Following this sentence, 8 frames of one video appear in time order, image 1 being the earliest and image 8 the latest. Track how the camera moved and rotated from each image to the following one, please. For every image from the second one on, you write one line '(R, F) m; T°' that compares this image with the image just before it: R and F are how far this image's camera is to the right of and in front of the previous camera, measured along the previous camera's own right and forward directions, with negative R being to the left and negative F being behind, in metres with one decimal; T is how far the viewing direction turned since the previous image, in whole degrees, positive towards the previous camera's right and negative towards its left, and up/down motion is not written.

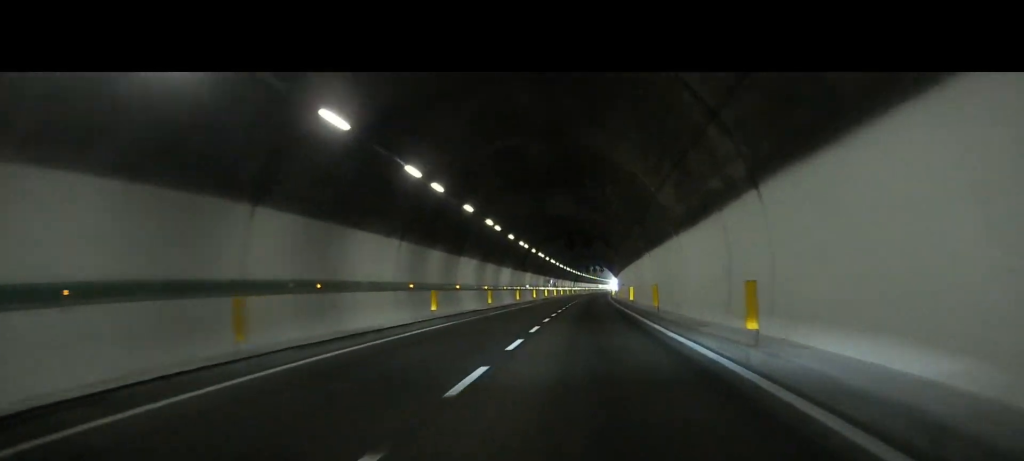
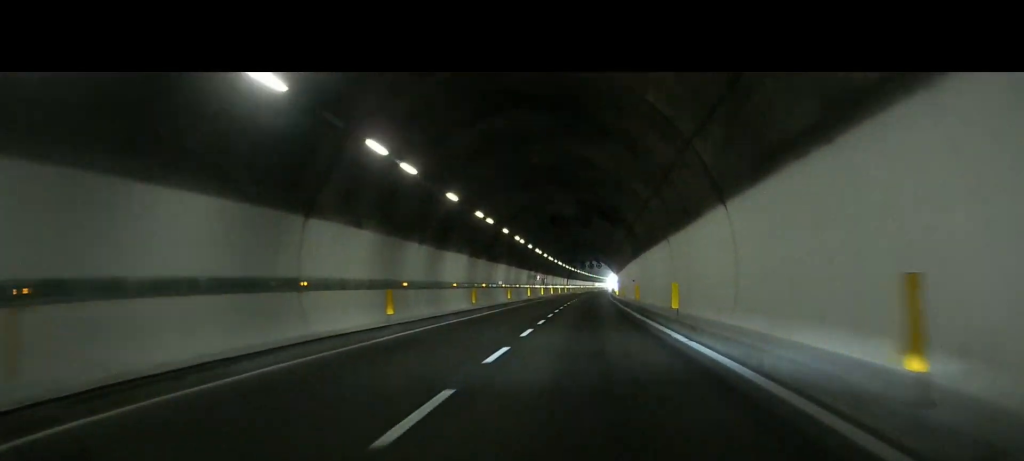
(0.0, +22.0) m; 0°
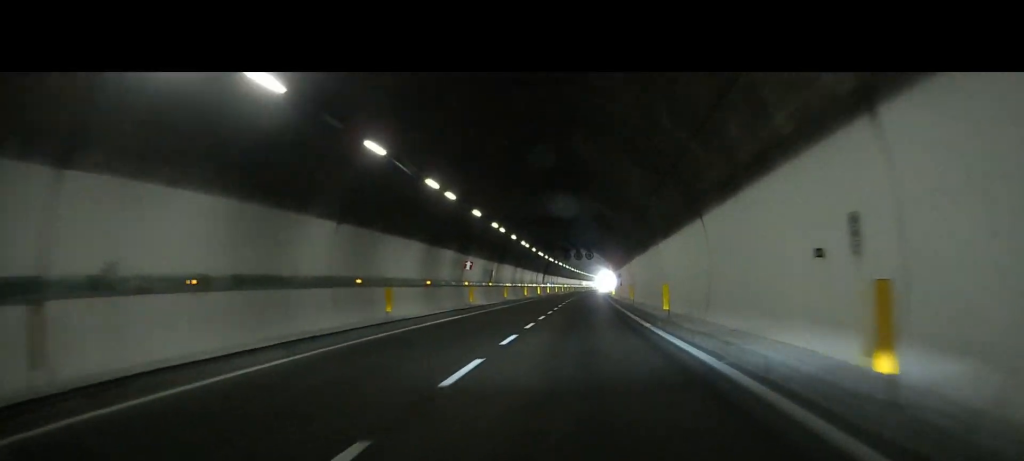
(0.0, +48.7) m; 0°
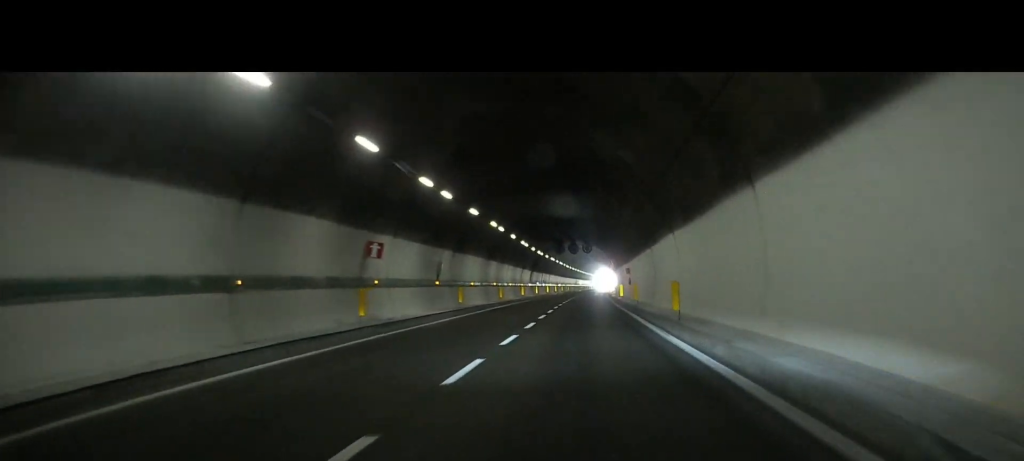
(0.0, +19.5) m; 0°
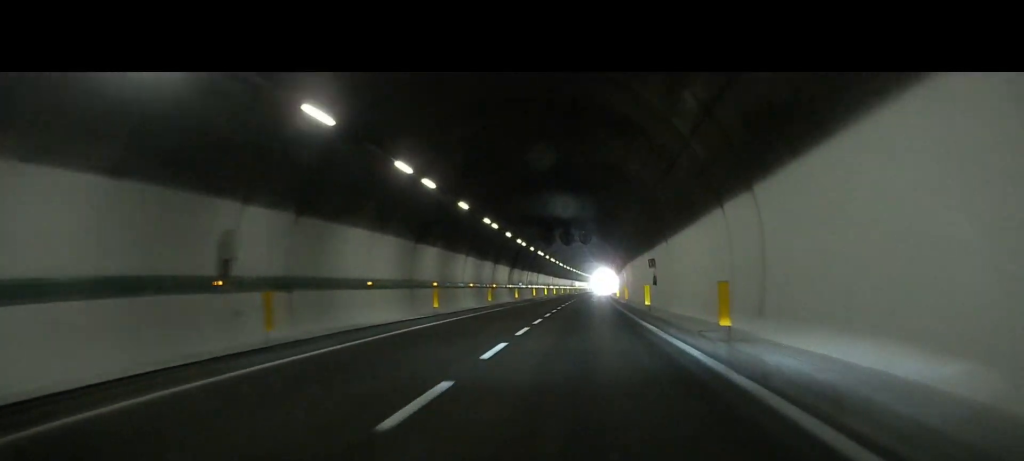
(0.0, +22.7) m; 0°
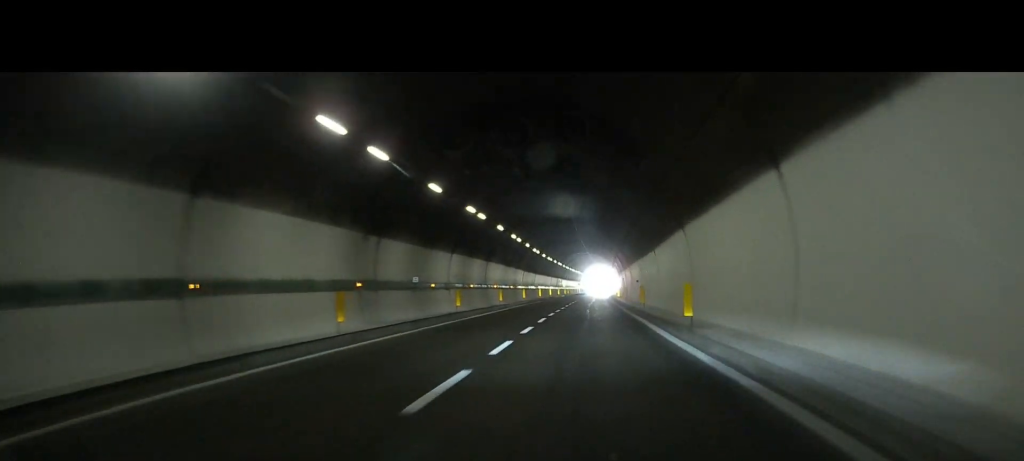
(0.0, +44.6) m; 0°
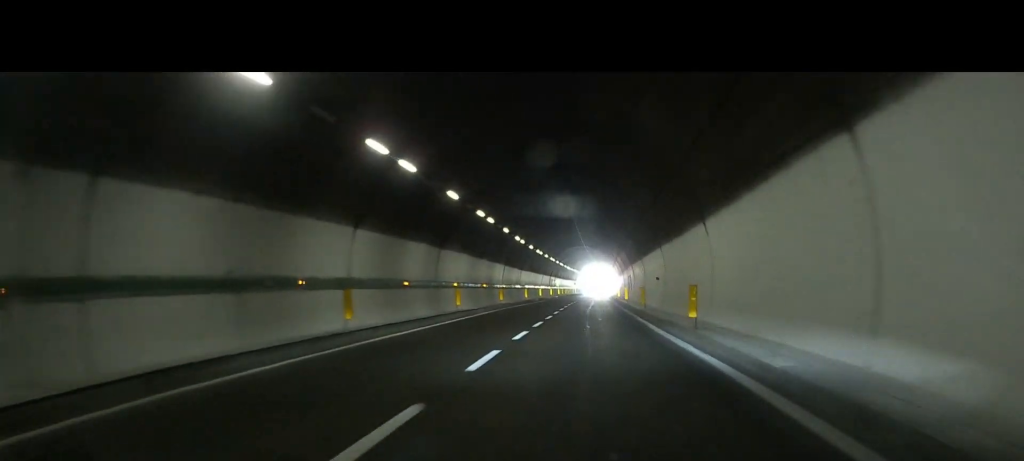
(0.0, +16.4) m; 0°
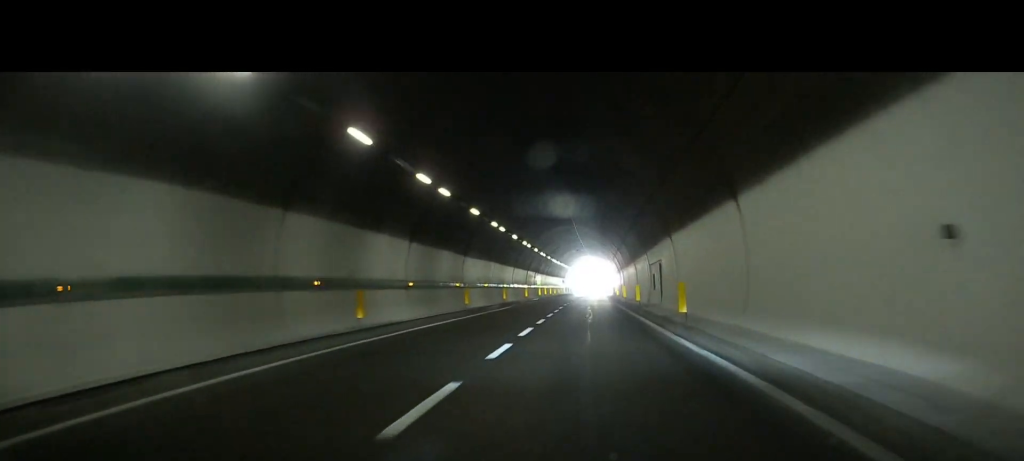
(0.0, +31.5) m; 0°
